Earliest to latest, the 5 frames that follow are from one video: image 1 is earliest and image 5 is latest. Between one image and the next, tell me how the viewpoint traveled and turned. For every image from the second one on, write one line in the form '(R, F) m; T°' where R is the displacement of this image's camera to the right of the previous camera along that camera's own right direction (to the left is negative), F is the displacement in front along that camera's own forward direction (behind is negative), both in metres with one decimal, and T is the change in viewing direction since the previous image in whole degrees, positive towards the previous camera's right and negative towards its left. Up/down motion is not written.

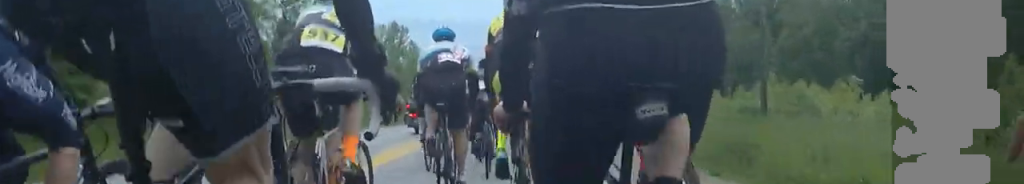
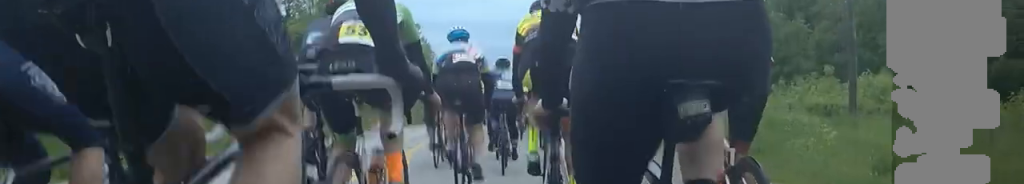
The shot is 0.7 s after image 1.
(-0.1, +7.7) m; +1°
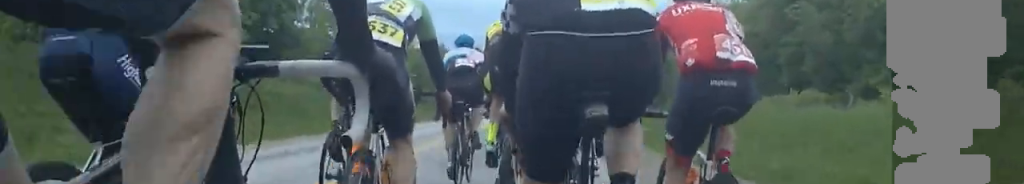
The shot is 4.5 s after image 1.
(+1.6, +39.7) m; 0°
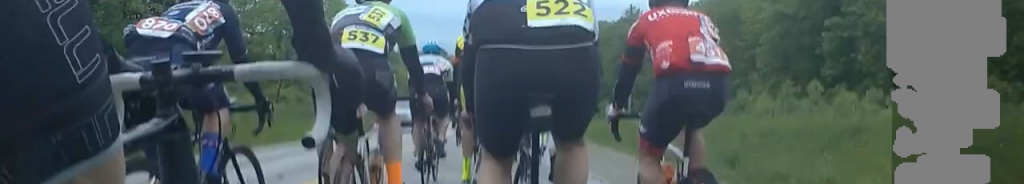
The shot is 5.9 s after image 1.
(+0.1, +13.8) m; 0°
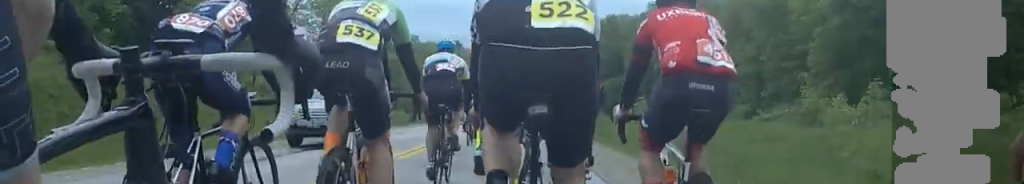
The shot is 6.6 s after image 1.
(0.0, +6.6) m; 0°
